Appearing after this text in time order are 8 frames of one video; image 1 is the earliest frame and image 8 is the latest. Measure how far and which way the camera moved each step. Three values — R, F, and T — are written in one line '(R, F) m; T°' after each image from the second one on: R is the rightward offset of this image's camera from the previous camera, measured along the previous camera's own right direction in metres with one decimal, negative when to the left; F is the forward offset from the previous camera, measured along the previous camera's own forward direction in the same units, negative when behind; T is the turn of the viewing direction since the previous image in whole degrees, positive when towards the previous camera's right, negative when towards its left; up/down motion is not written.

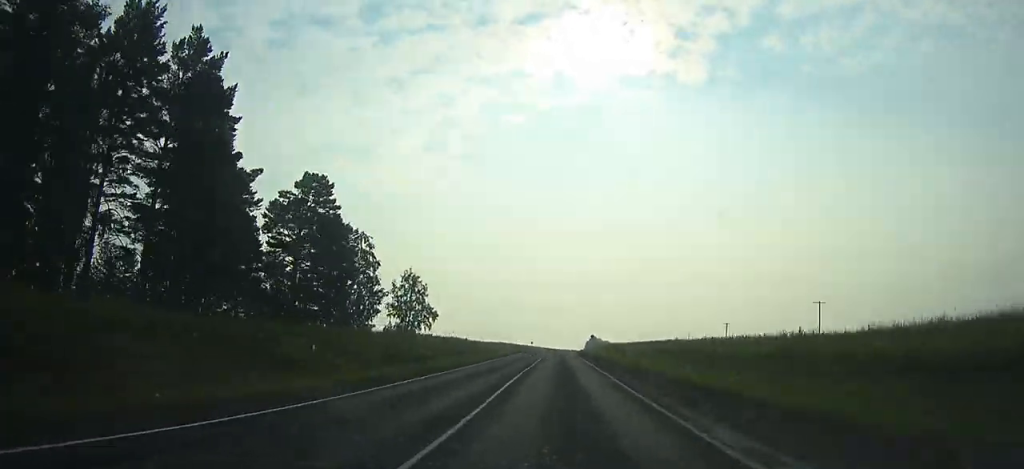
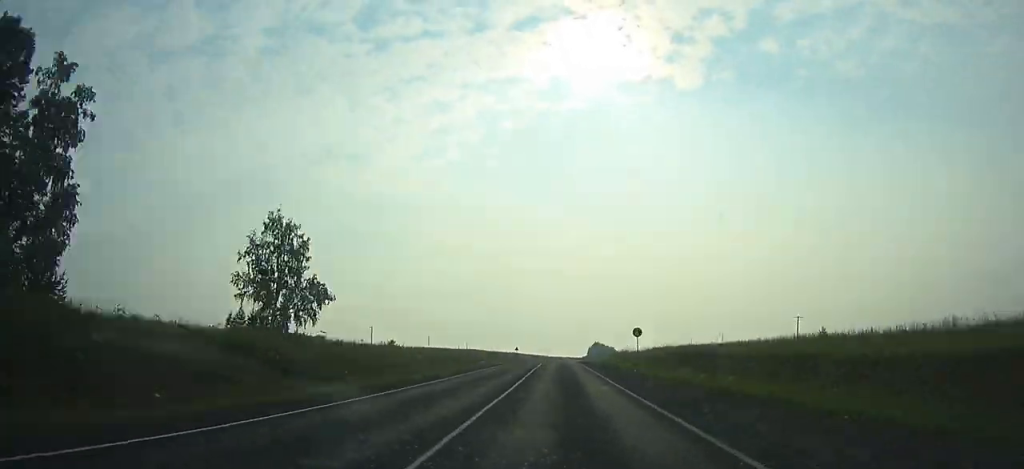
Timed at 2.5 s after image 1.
(-0.3, +54.2) m; 0°
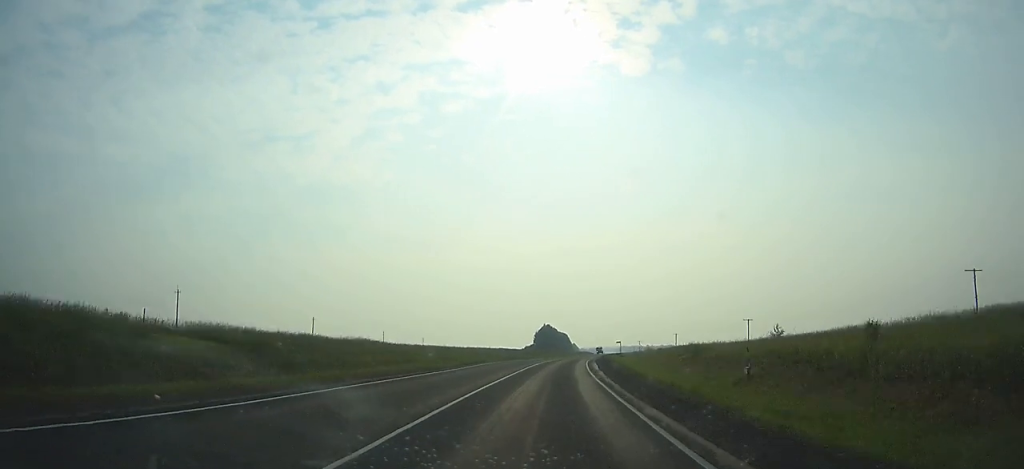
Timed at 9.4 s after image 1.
(+4.3, +147.9) m; +6°
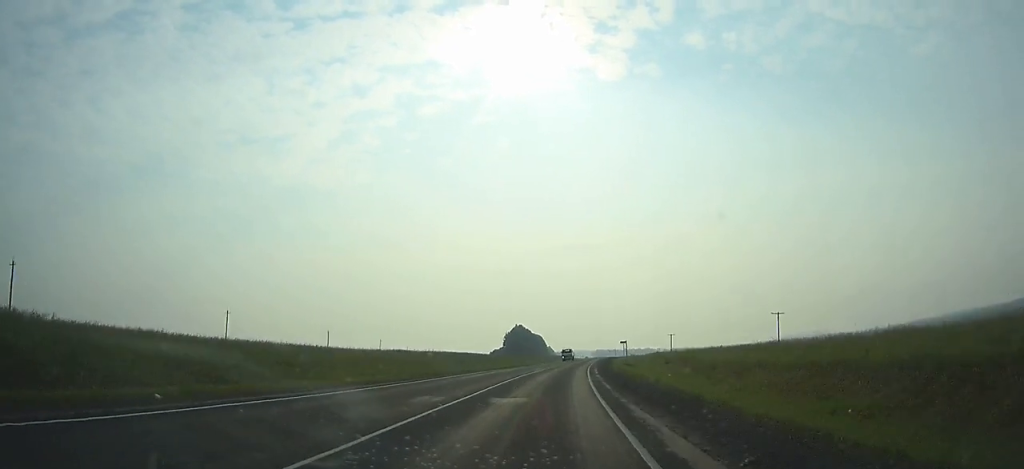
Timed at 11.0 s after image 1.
(+0.4, +35.4) m; +2°
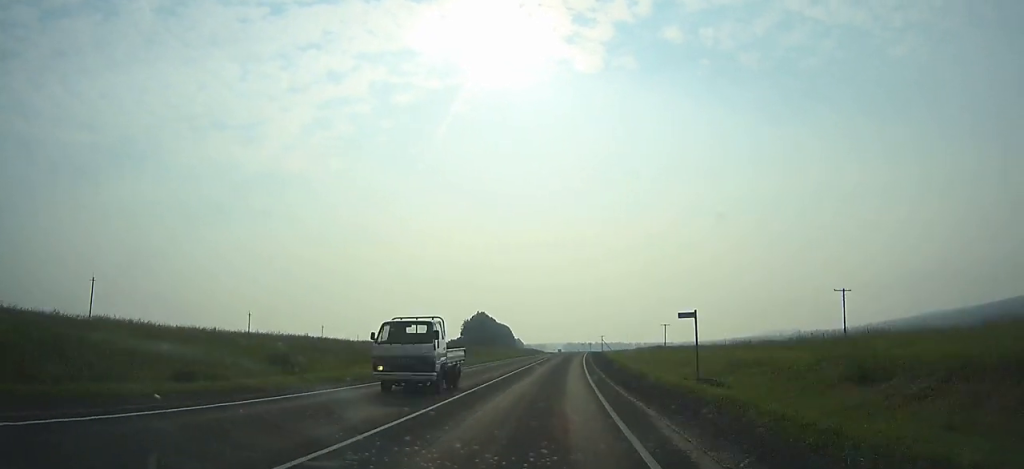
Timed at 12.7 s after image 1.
(+1.4, +37.4) m; +3°
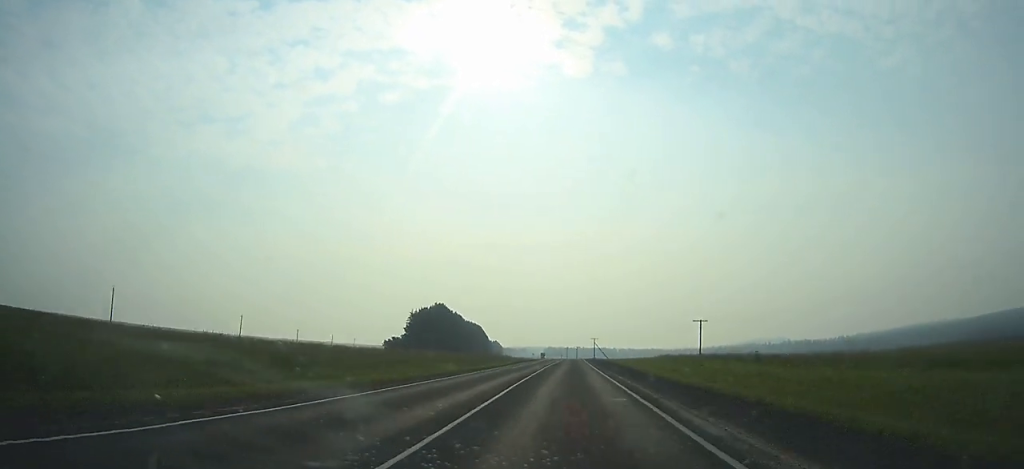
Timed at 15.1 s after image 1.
(+1.6, +51.9) m; +3°
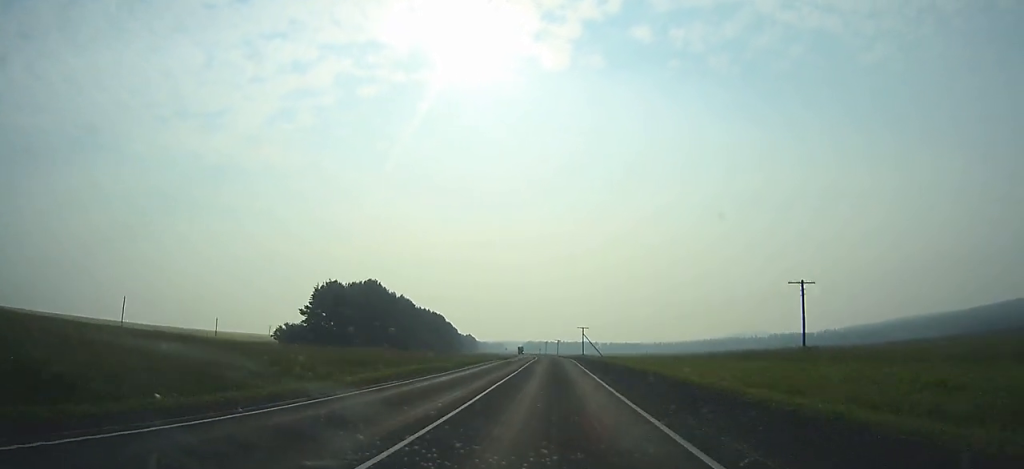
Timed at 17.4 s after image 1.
(+0.8, +49.0) m; +1°
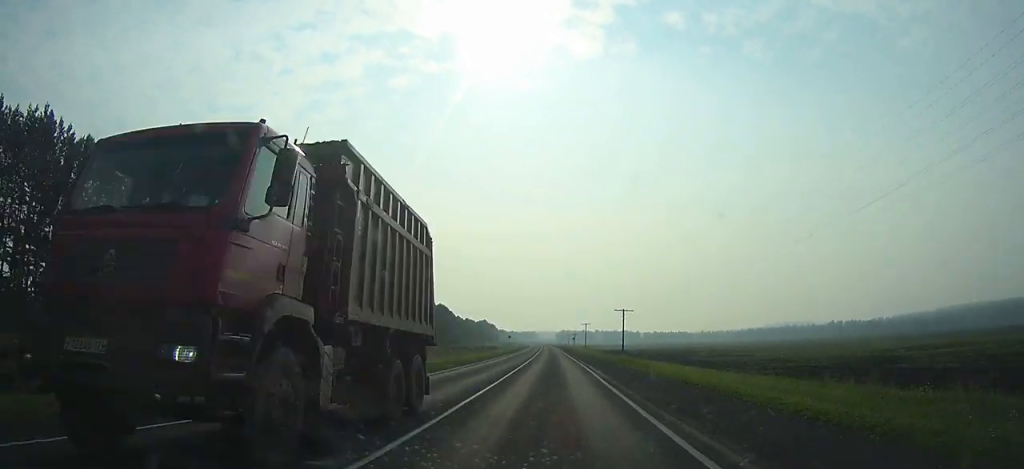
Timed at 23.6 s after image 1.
(-1.5, +132.1) m; -2°
